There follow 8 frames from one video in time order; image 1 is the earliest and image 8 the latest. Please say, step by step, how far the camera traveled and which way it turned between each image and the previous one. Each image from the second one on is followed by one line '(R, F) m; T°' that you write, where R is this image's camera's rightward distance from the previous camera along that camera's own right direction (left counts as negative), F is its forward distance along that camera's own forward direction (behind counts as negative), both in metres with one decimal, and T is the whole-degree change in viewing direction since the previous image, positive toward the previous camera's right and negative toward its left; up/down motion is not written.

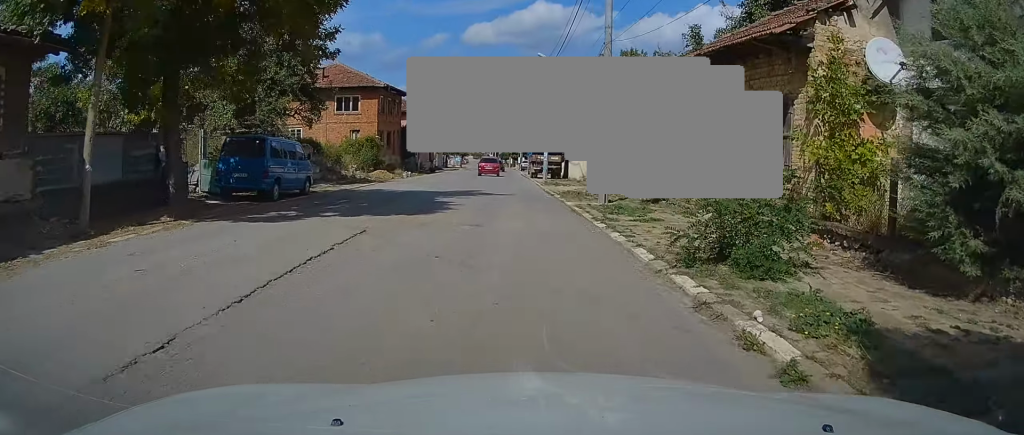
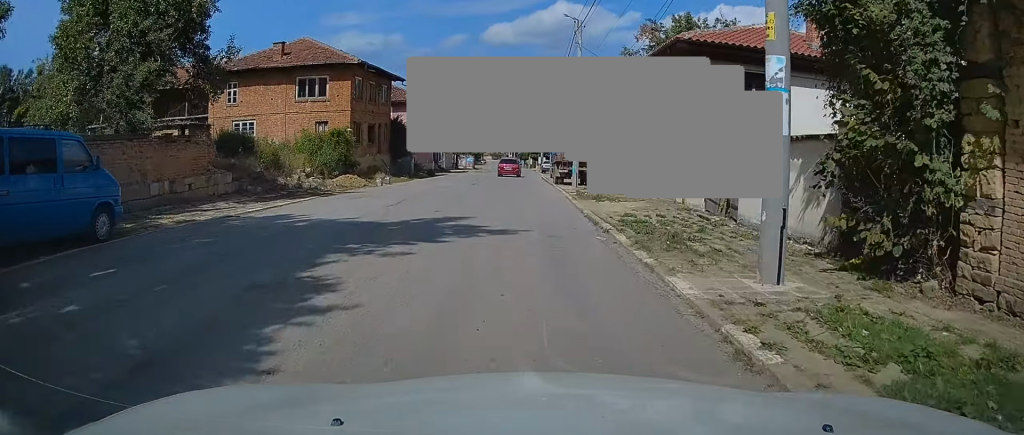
(-0.2, +12.3) m; -1°
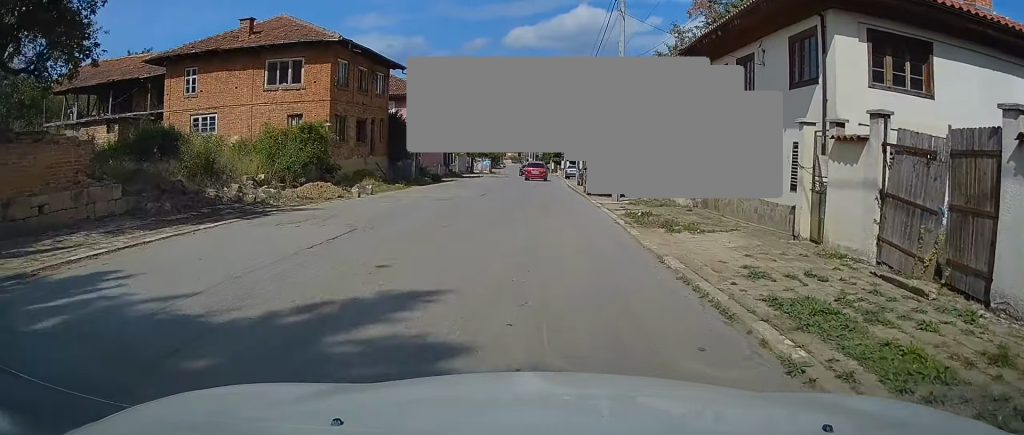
(+0.1, +7.8) m; 0°
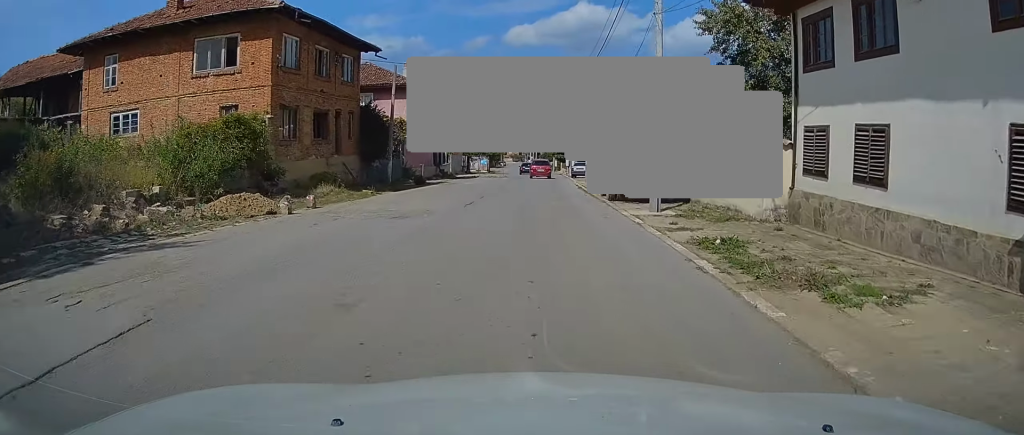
(-0.1, +6.8) m; -1°
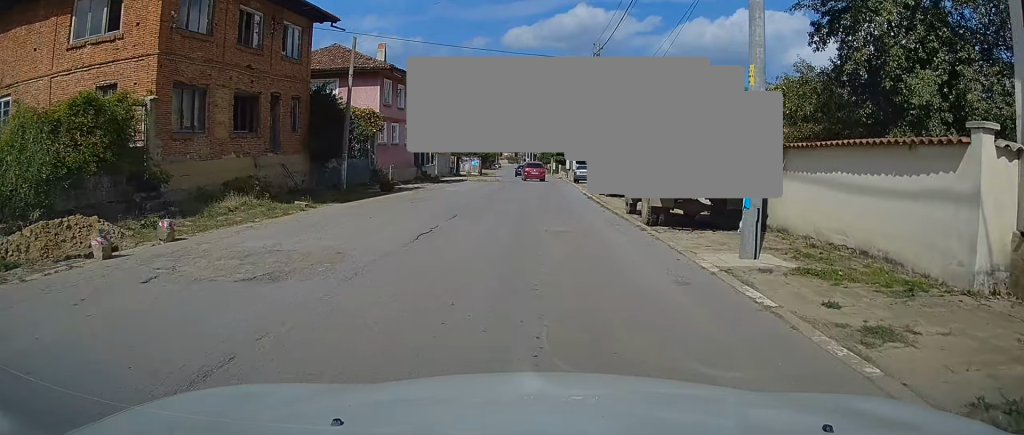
(0.0, +7.5) m; 0°
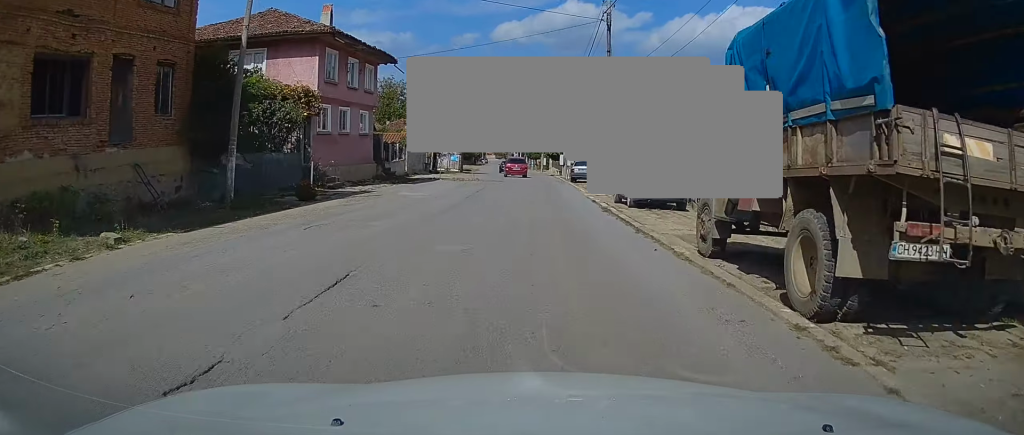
(0.0, +8.8) m; 0°
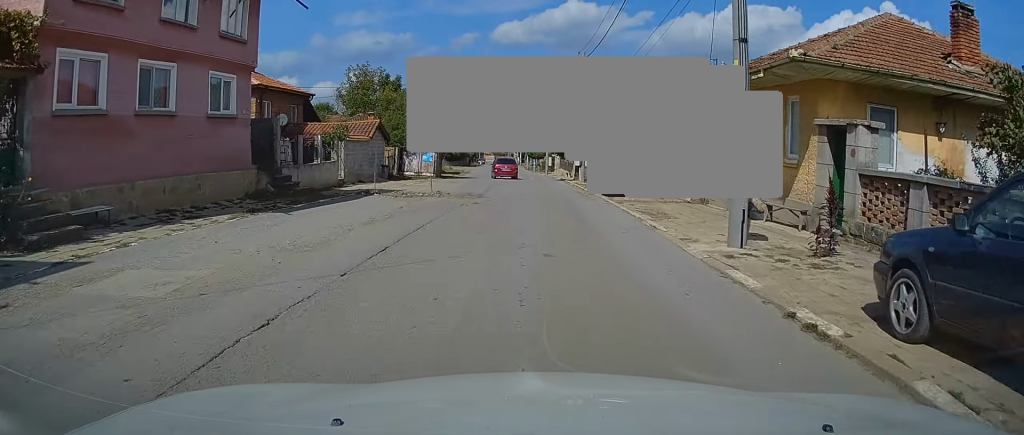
(-0.1, +16.6) m; 0°
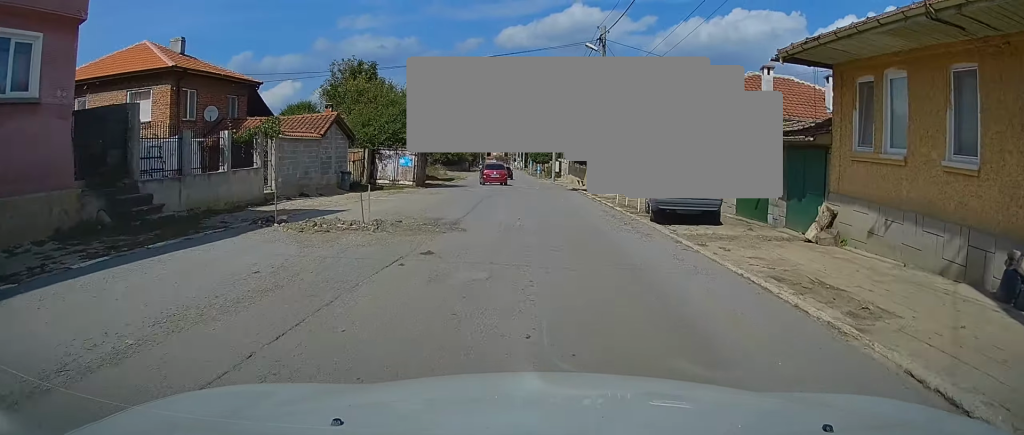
(+0.2, +8.8) m; 0°
